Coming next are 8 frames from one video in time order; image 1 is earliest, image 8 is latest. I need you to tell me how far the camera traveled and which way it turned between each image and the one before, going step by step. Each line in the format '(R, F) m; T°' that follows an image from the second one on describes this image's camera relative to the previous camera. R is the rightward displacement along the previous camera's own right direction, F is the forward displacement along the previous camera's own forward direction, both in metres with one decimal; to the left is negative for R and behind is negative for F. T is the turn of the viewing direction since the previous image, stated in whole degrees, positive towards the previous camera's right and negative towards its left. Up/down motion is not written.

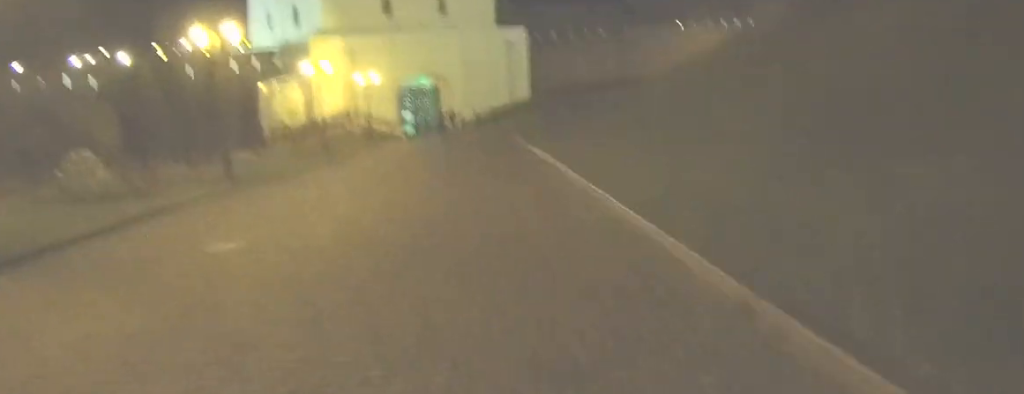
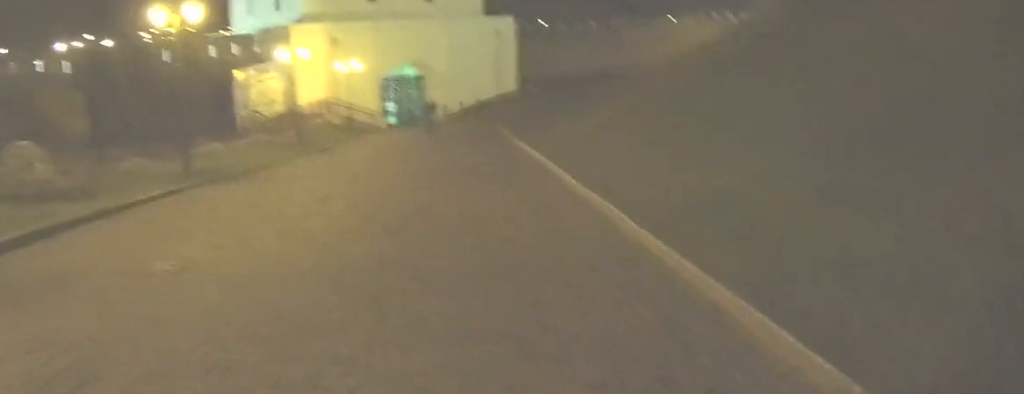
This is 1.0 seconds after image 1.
(0.0, +2.1) m; -1°
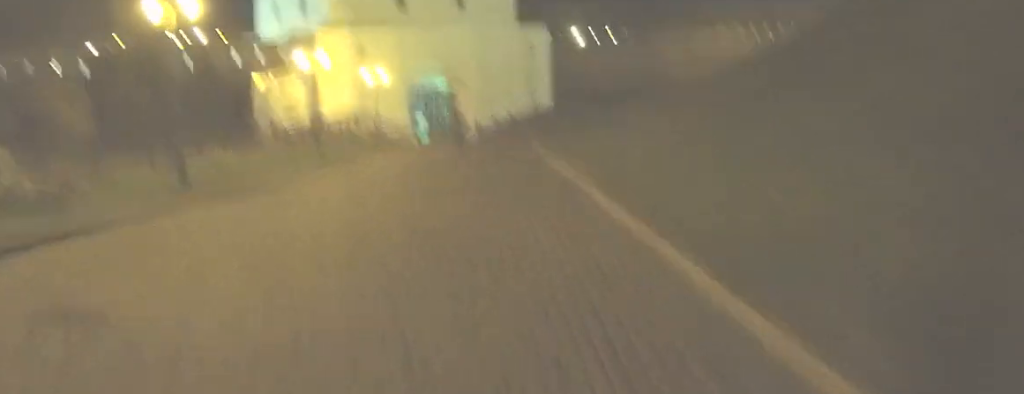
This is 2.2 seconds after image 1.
(-0.1, +2.4) m; -1°
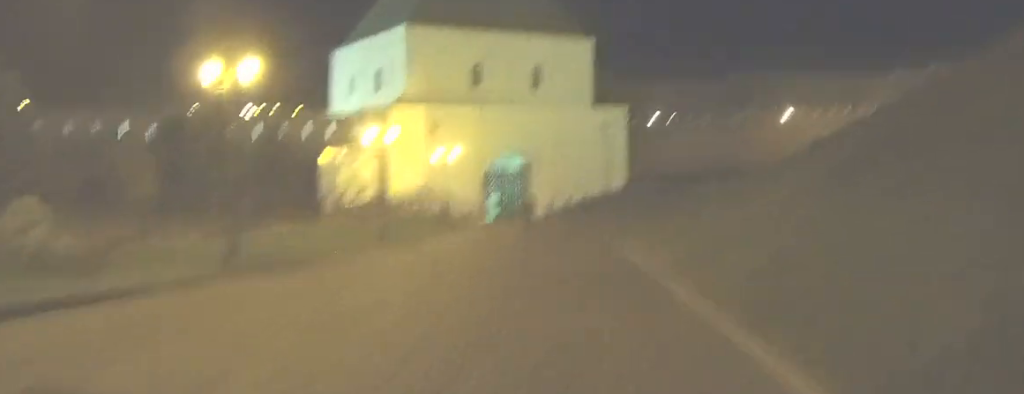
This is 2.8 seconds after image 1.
(0.0, +1.2) m; +1°
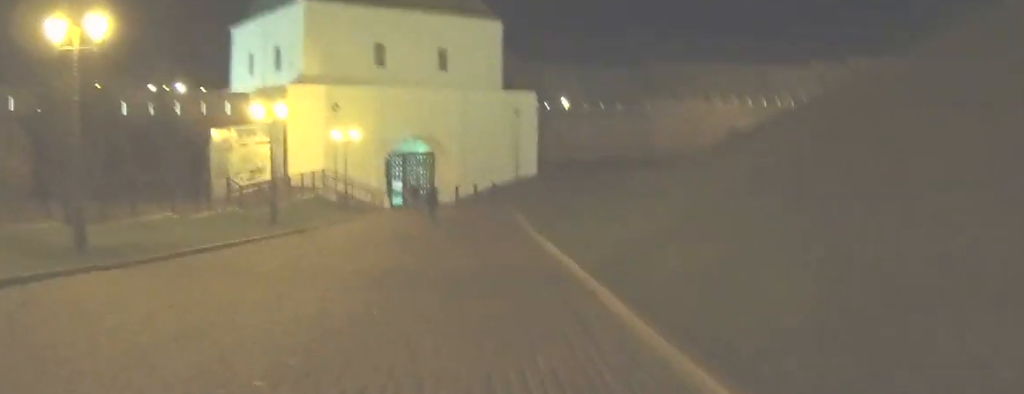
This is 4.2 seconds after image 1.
(+0.1, +3.1) m; 0°
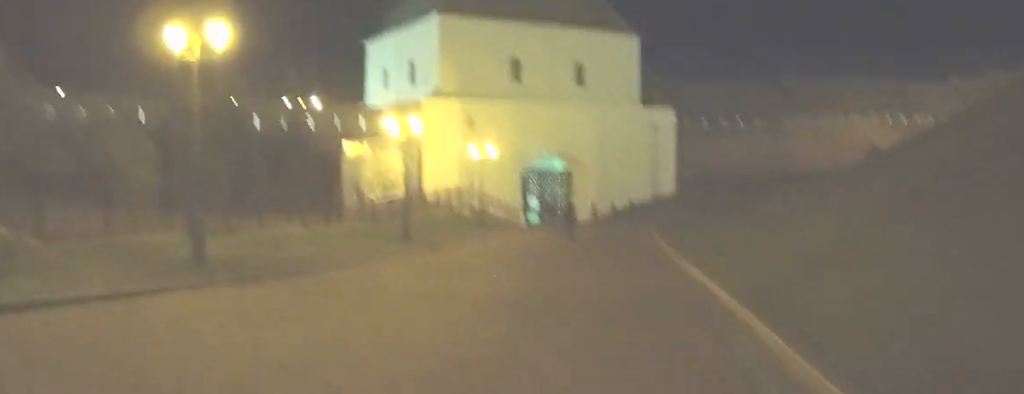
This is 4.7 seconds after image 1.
(0.0, +1.0) m; -4°
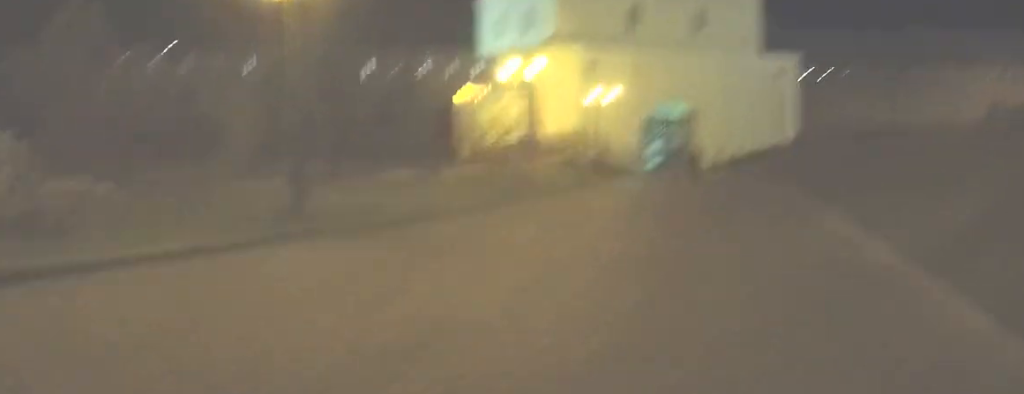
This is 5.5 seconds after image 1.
(0.0, +1.6) m; -11°
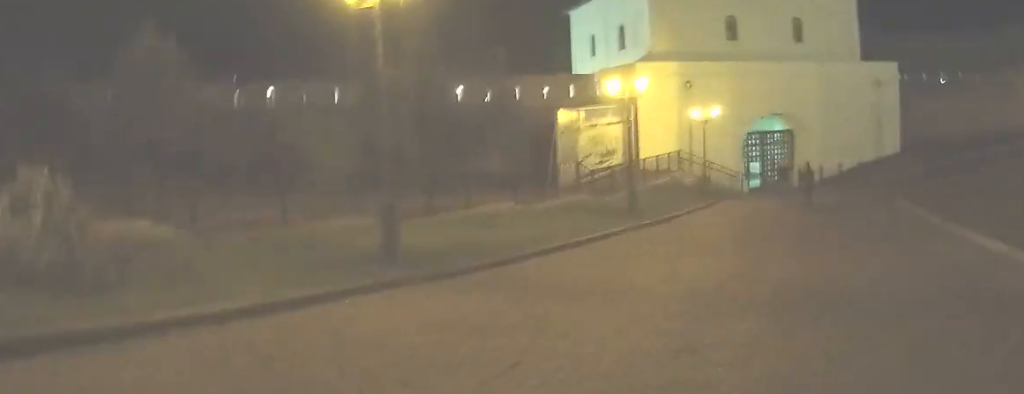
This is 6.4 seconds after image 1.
(-0.4, +1.7) m; -15°
